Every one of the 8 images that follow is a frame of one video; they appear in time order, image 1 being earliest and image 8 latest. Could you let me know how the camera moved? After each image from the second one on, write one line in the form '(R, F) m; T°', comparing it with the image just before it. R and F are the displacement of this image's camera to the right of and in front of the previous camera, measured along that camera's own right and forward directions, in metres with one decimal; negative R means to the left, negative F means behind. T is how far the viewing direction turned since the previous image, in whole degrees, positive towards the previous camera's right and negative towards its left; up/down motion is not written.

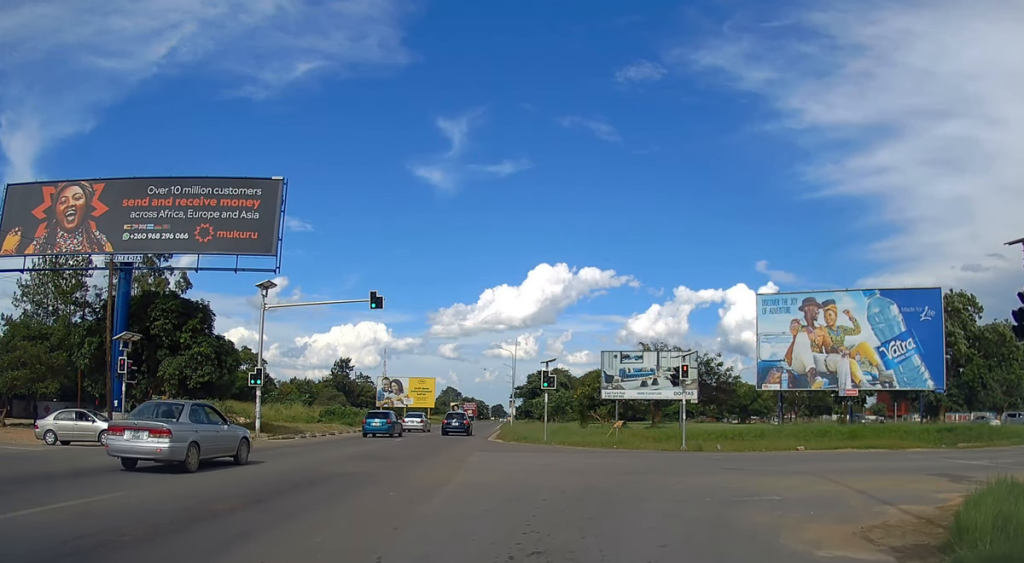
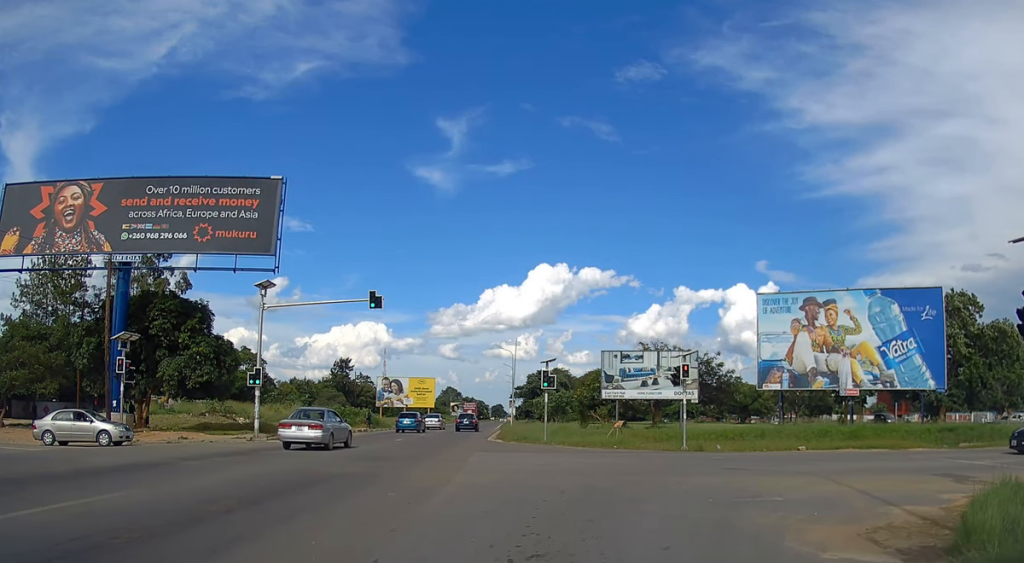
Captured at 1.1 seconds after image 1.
(0.0, 0.0) m; 0°
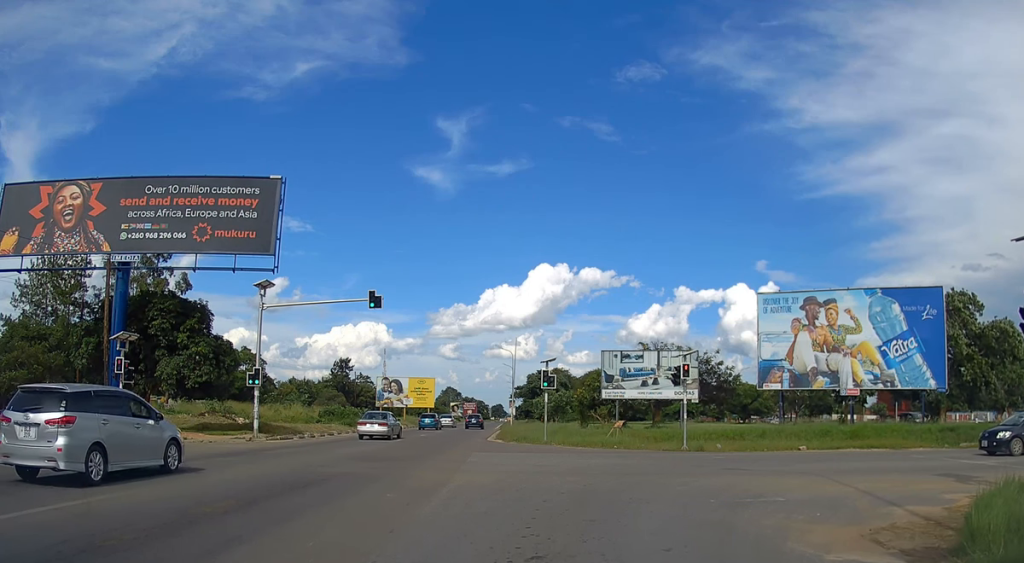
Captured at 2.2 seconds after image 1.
(0.0, 0.0) m; 0°
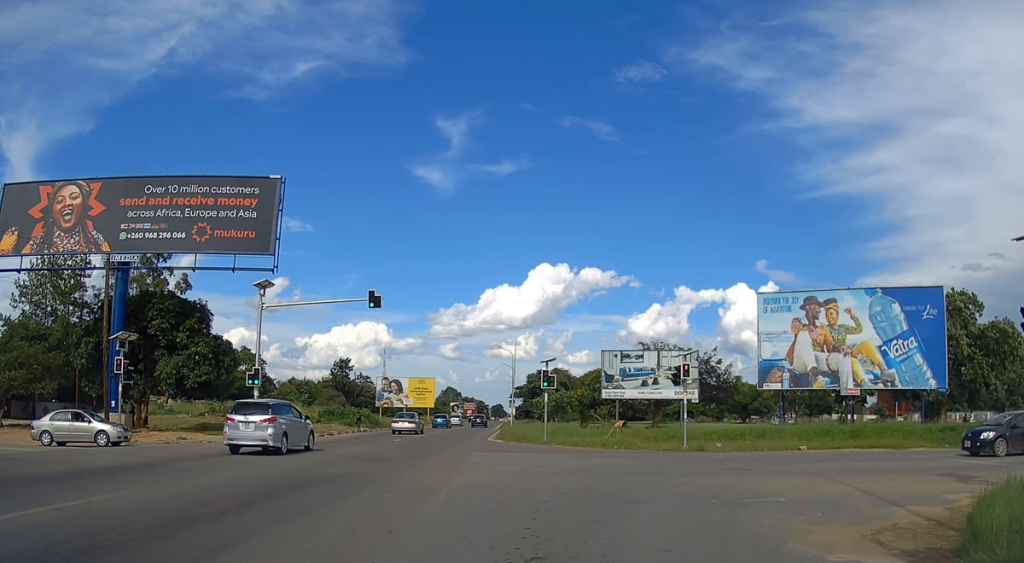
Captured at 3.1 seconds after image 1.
(0.0, 0.0) m; 0°
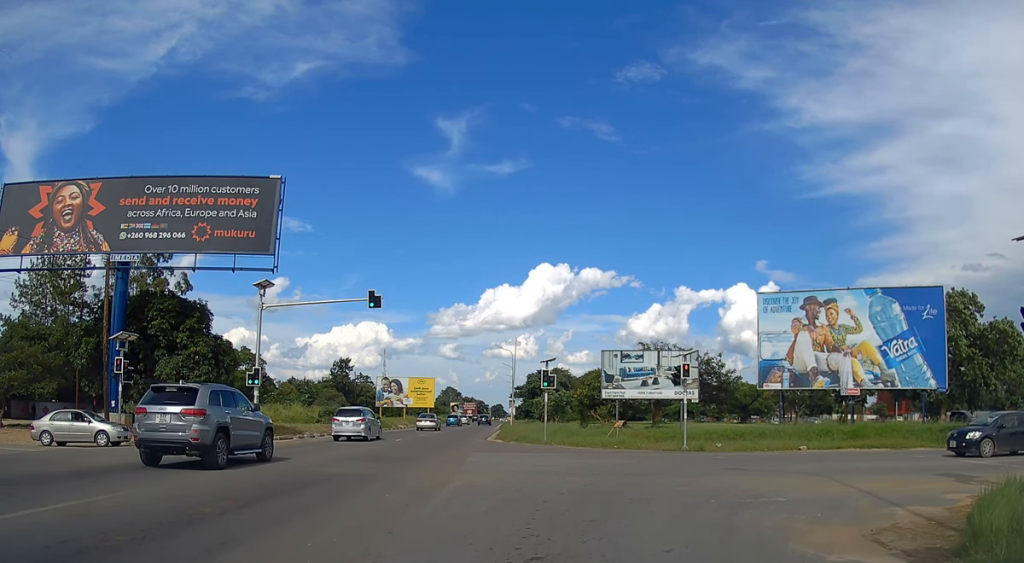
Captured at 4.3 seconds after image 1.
(0.0, 0.0) m; 0°
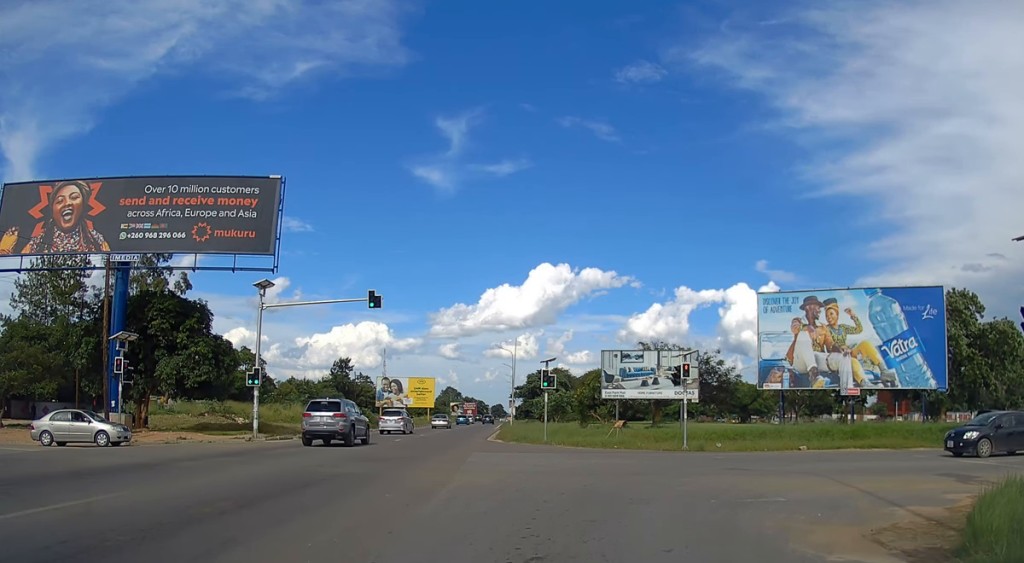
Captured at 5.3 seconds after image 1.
(0.0, 0.0) m; 0°
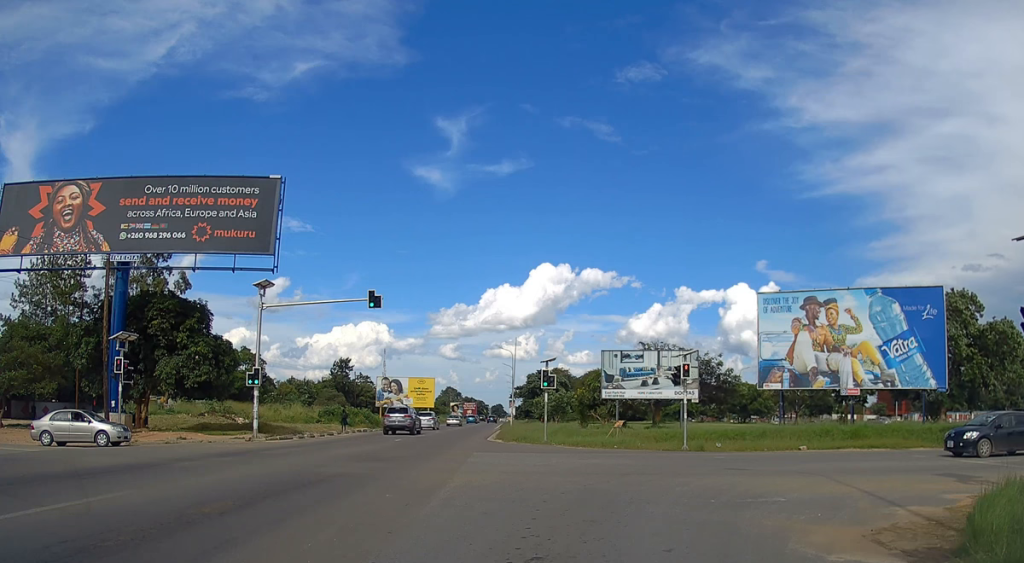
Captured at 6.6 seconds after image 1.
(0.0, 0.0) m; 0°
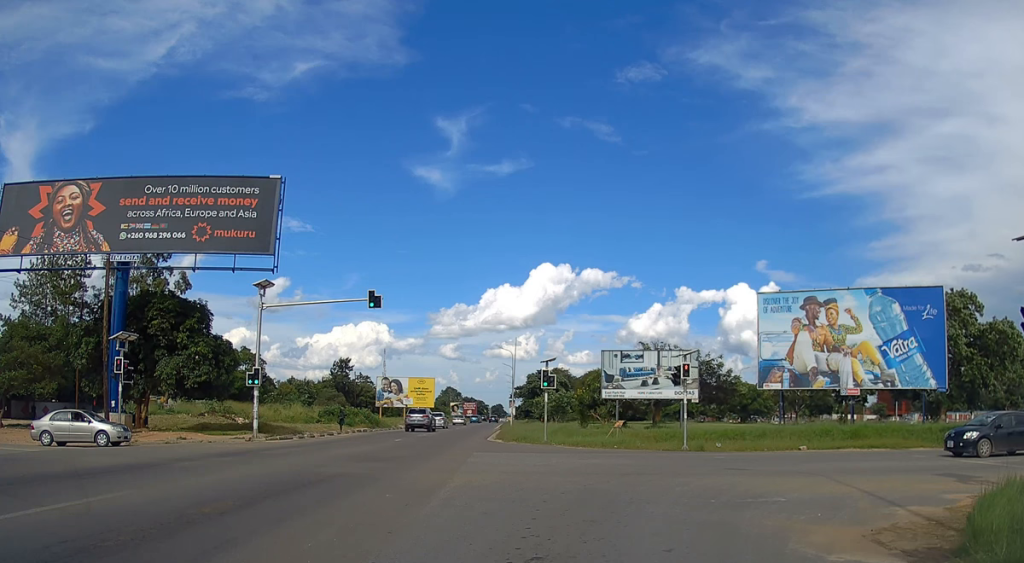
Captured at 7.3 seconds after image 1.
(0.0, 0.0) m; 0°
